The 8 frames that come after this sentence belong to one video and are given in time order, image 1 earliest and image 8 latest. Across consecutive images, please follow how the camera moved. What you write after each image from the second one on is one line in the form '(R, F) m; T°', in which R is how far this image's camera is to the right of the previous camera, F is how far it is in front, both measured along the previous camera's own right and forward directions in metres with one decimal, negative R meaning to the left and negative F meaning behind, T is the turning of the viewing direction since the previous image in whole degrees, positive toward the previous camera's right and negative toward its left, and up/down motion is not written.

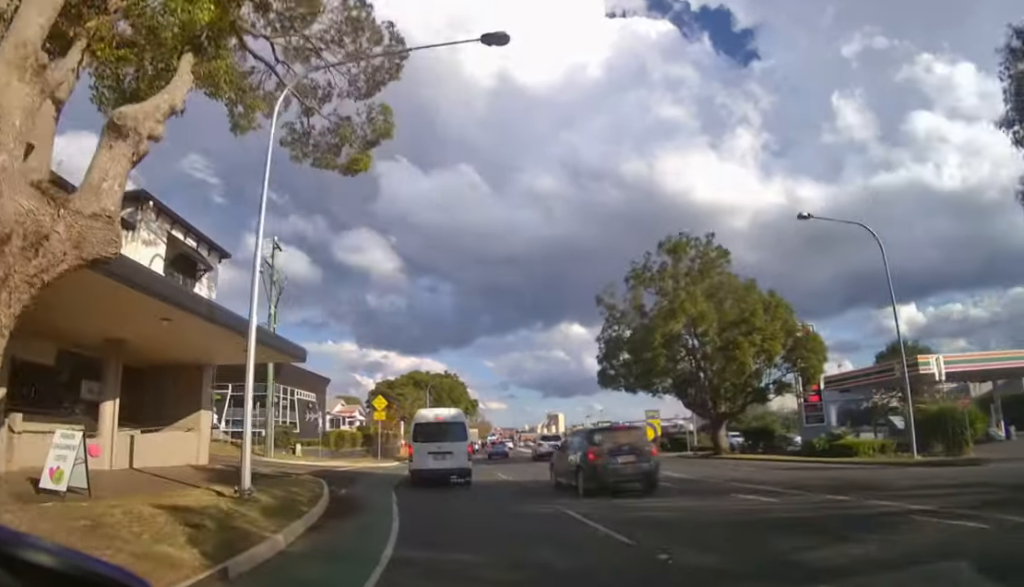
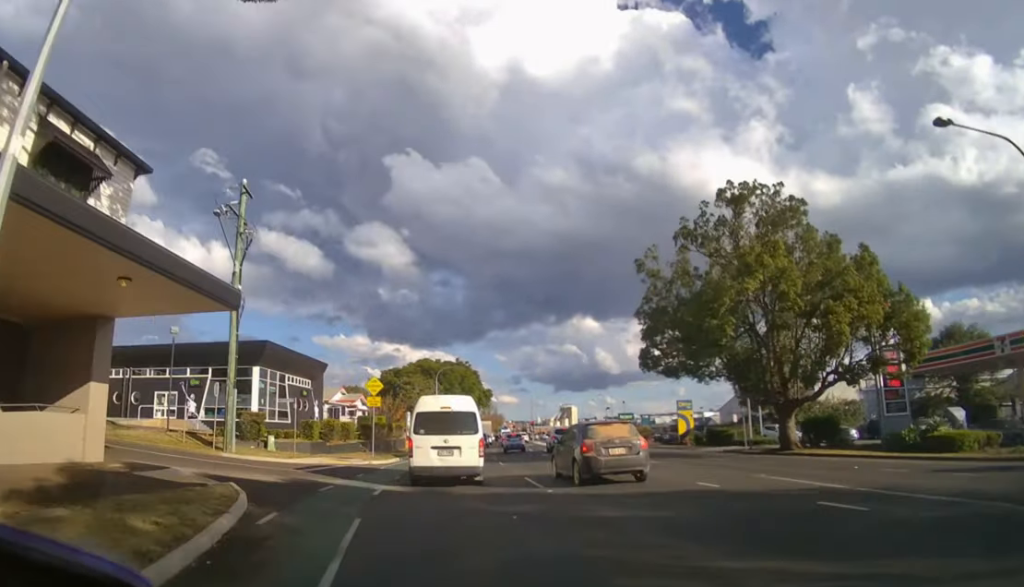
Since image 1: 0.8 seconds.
(0.0, +6.3) m; -1°
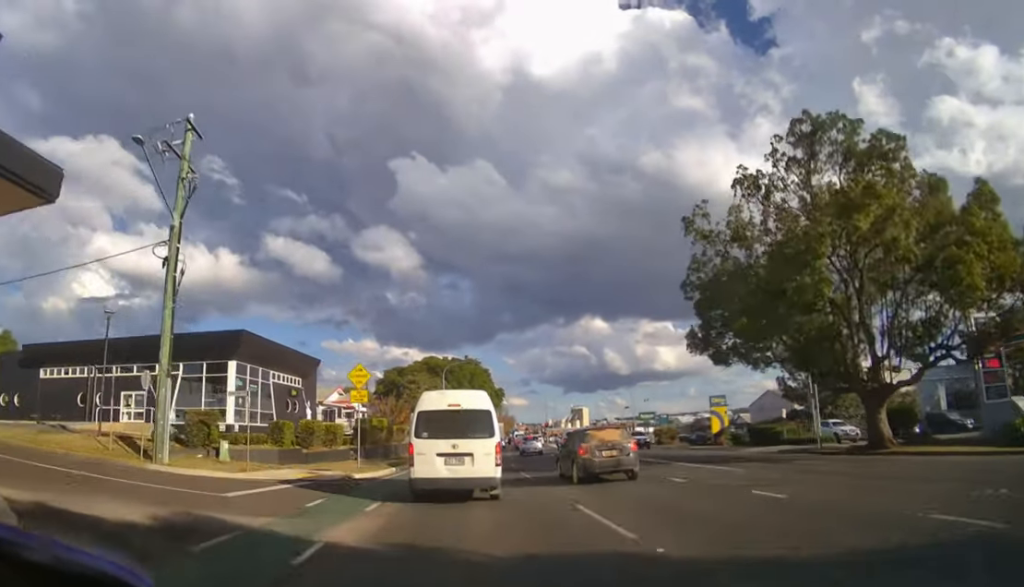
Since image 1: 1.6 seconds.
(0.0, +5.4) m; -1°
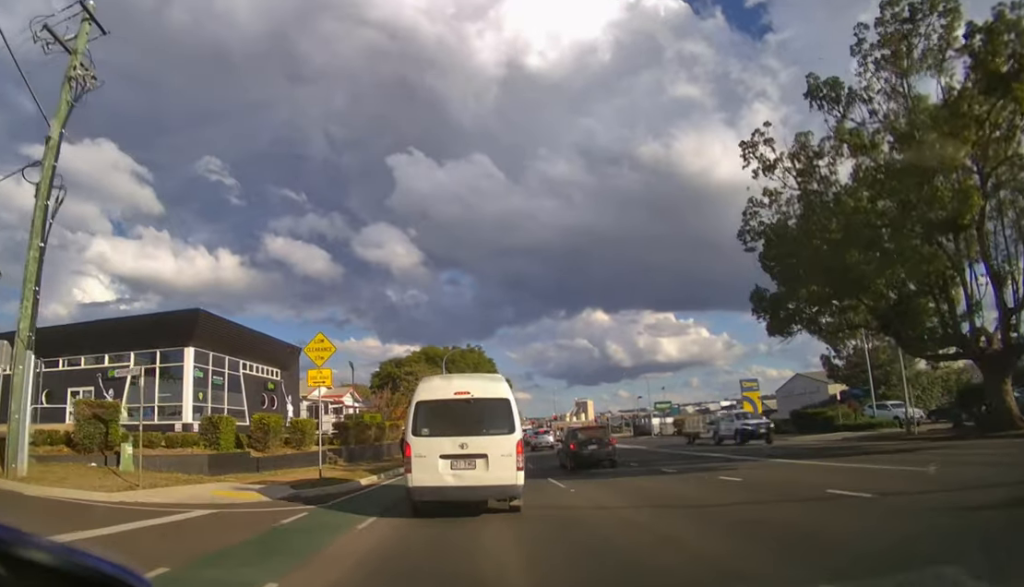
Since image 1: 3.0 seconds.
(-0.1, +5.4) m; -1°
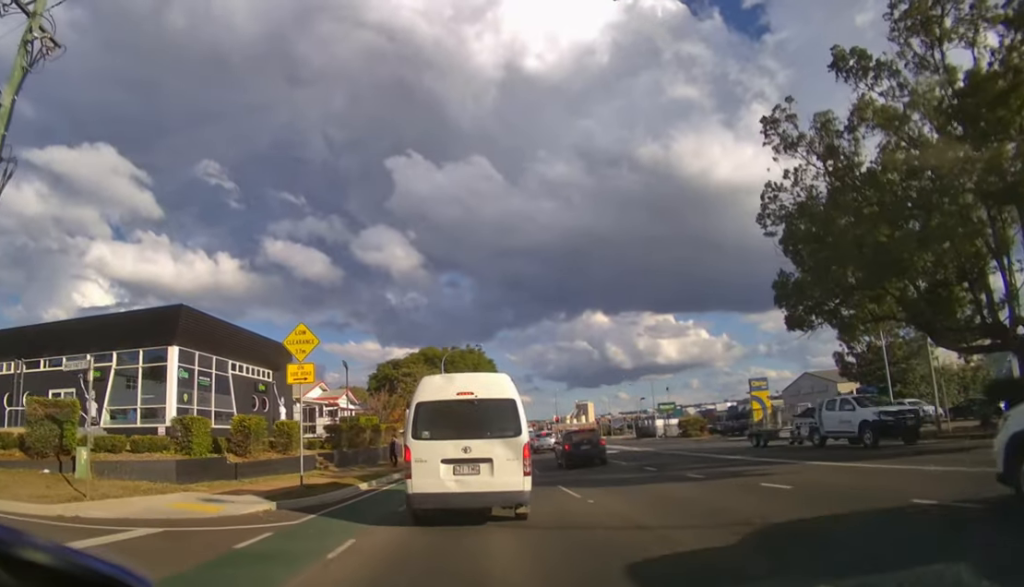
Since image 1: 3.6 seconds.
(0.0, +1.7) m; +1°
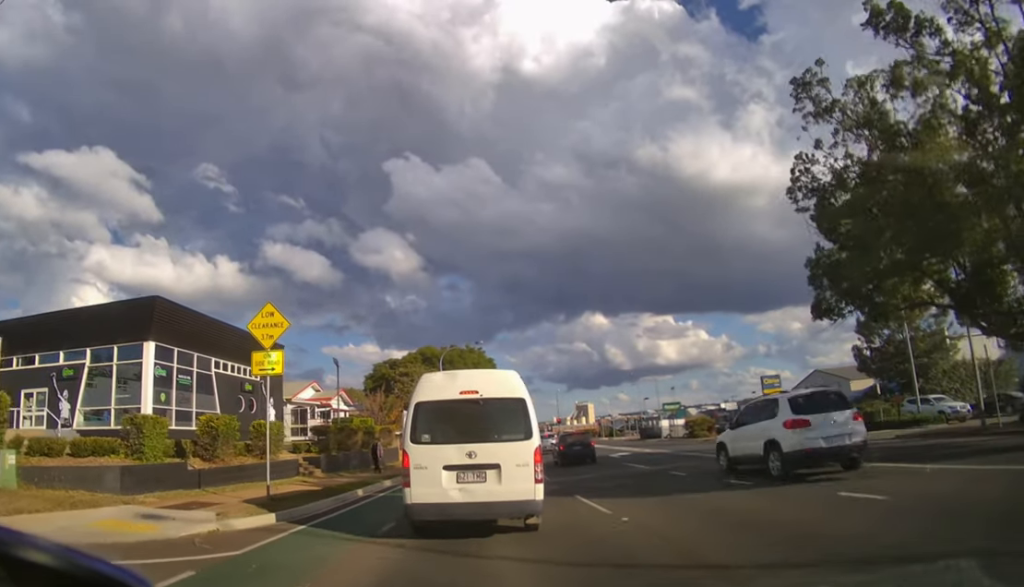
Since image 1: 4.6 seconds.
(0.0, +2.3) m; +2°
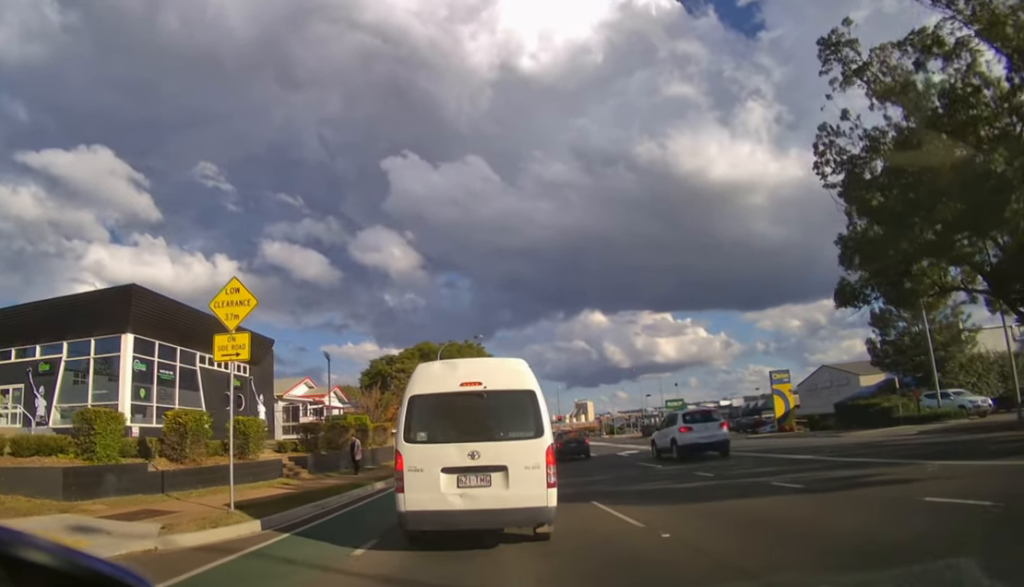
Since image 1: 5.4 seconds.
(0.0, +1.5) m; +1°
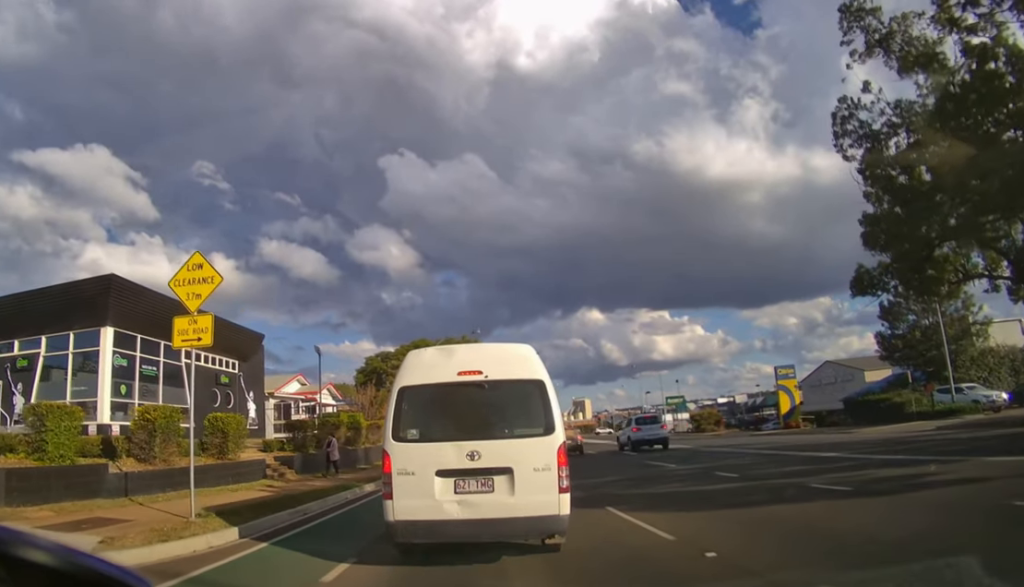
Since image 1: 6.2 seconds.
(0.0, +1.4) m; 0°
